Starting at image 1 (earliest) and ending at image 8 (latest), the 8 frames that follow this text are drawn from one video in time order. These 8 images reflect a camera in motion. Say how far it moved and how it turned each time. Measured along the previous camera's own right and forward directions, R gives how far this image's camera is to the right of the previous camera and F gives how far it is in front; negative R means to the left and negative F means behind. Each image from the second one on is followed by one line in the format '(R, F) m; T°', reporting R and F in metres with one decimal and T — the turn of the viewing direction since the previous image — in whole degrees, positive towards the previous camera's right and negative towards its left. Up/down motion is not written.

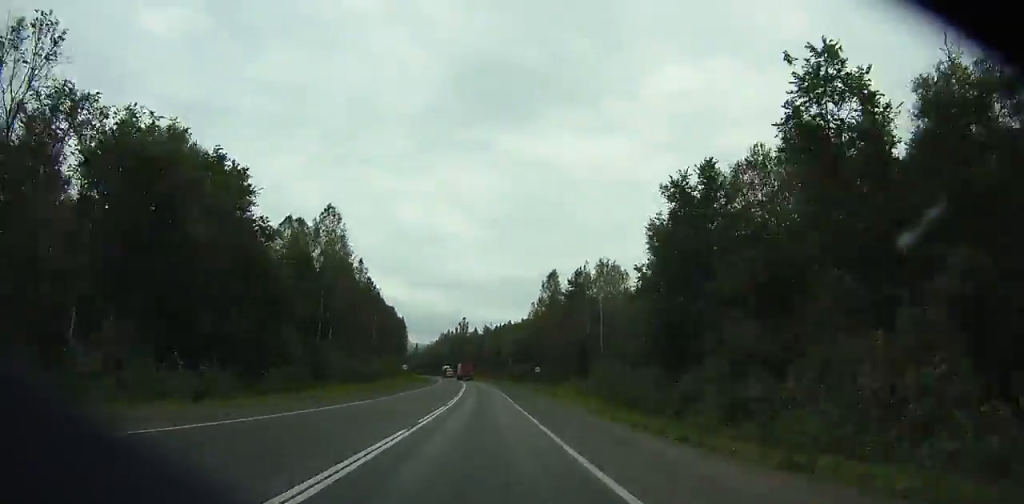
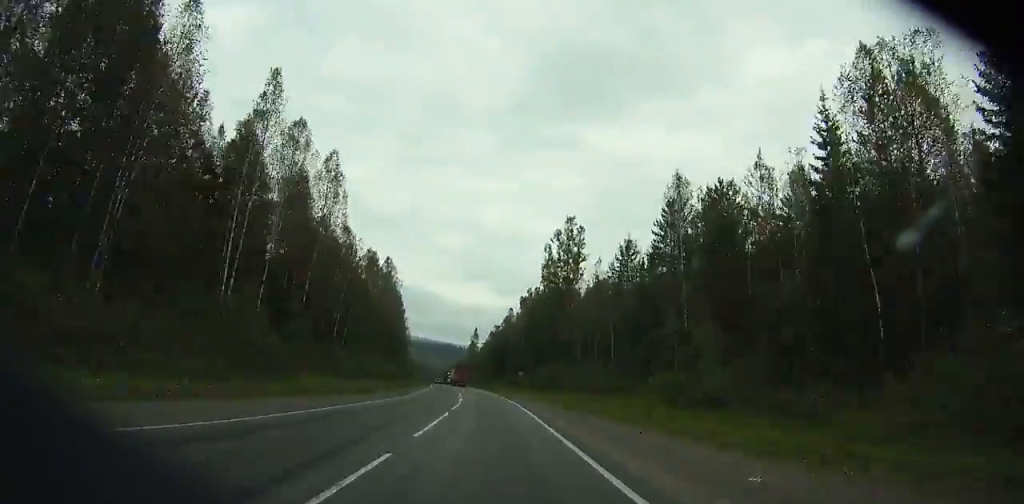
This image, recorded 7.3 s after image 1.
(-6.8, +175.0) m; -5°
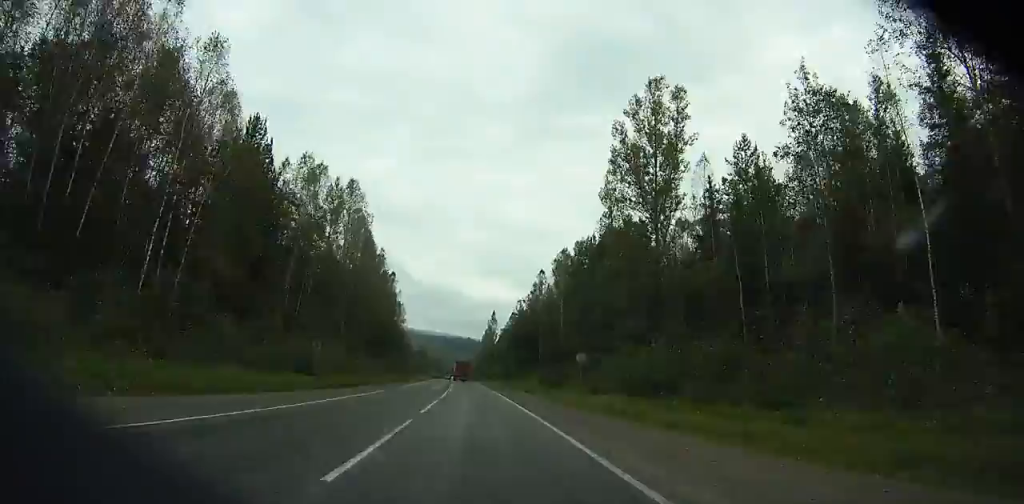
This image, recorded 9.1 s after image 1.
(-2.2, +42.5) m; -3°
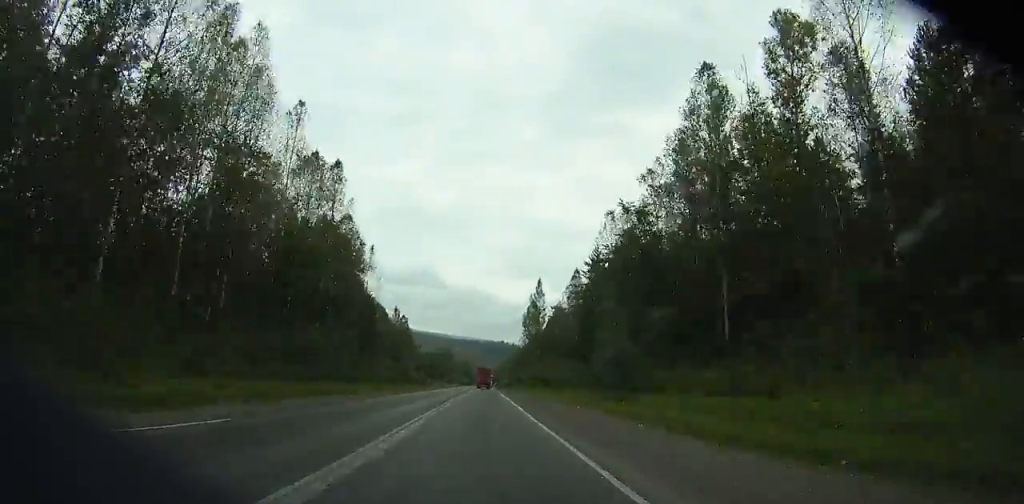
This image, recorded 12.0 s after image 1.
(-3.4, +67.4) m; -4°
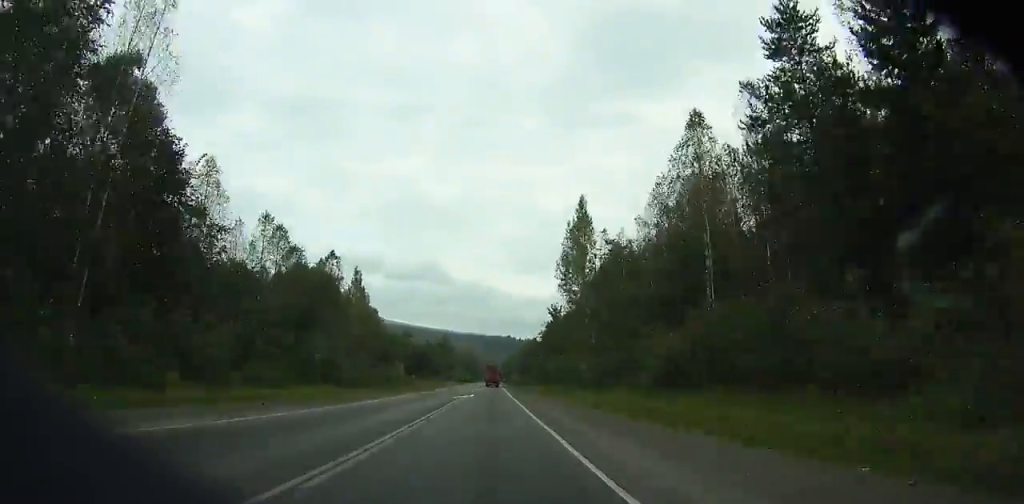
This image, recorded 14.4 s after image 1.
(-0.9, +54.5) m; -1°
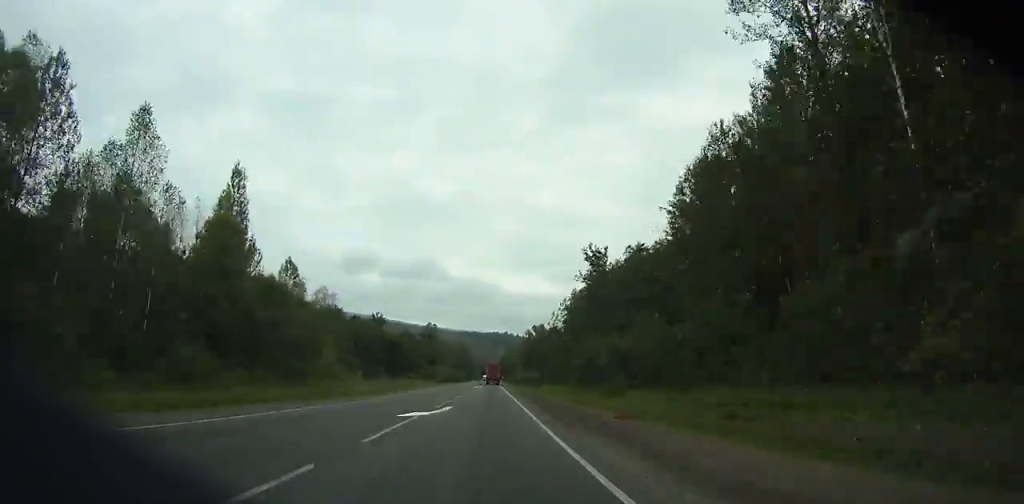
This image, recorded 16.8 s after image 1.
(-0.2, +53.2) m; 0°
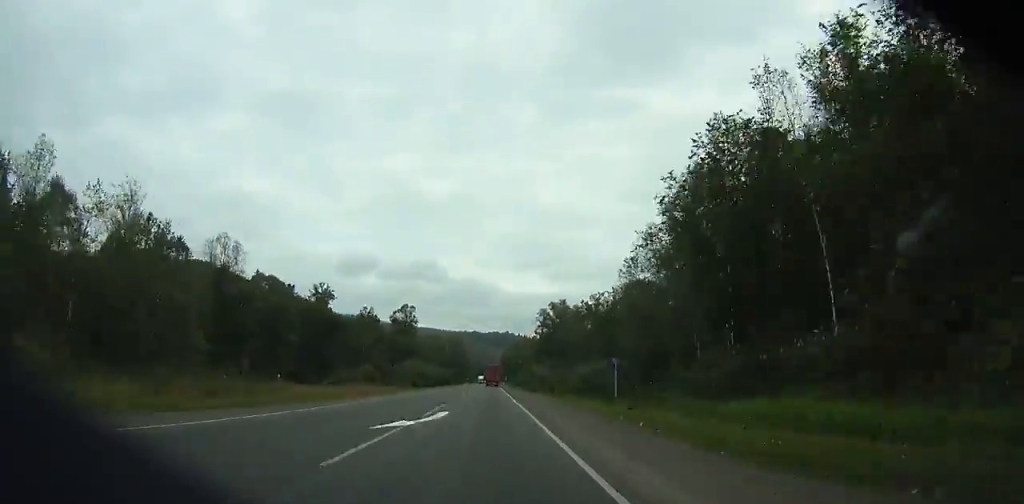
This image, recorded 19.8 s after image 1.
(+0.1, +65.0) m; 0°
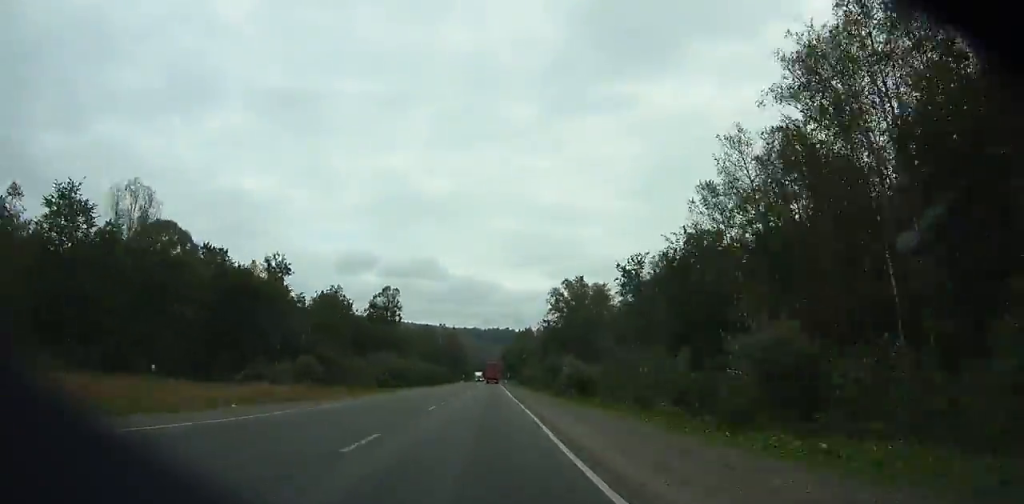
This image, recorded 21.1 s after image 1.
(-0.1, +27.9) m; 0°
